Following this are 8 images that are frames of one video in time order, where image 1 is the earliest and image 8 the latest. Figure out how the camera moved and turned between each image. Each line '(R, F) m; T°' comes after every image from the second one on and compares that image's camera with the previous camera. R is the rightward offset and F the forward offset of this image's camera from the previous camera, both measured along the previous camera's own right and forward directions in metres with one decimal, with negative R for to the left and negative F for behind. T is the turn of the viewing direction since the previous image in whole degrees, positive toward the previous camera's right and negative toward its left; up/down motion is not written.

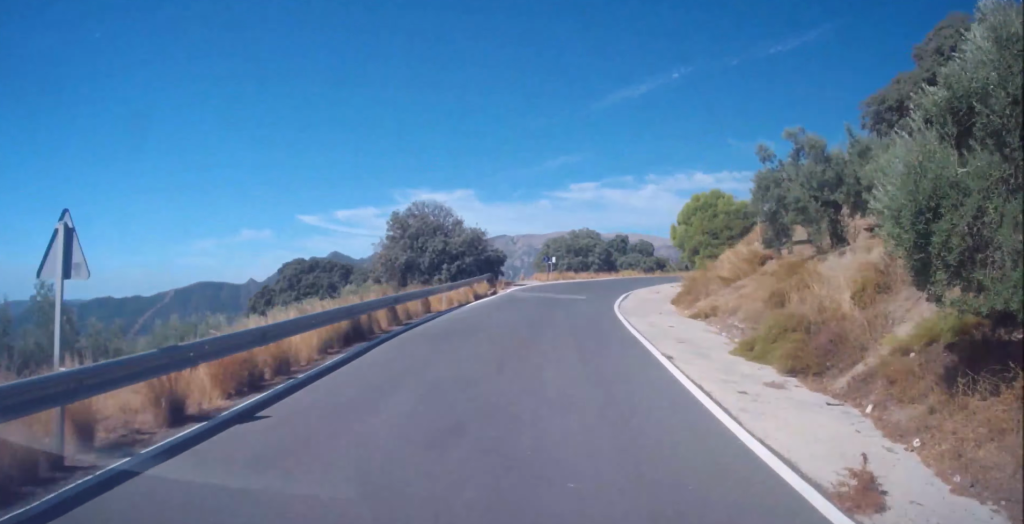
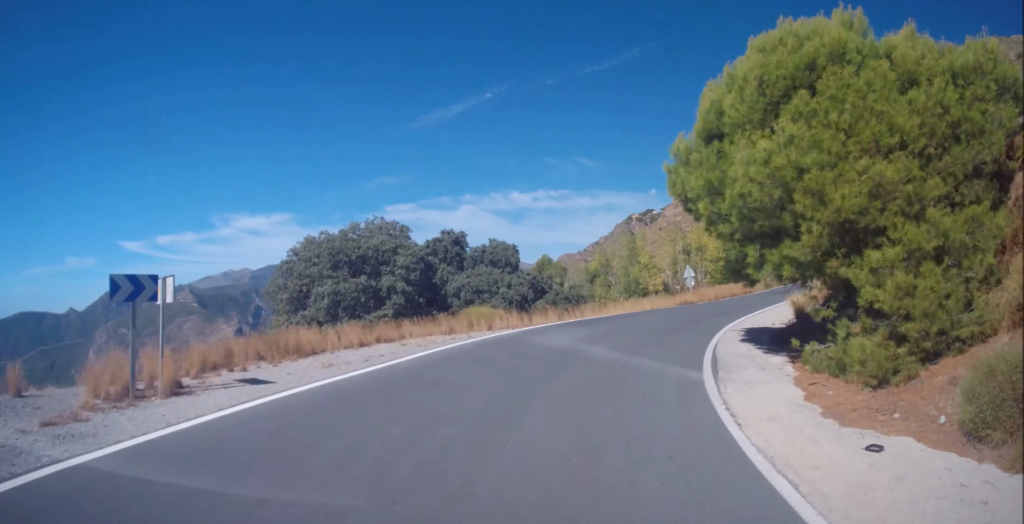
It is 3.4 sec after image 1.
(+1.0, +37.7) m; +3°
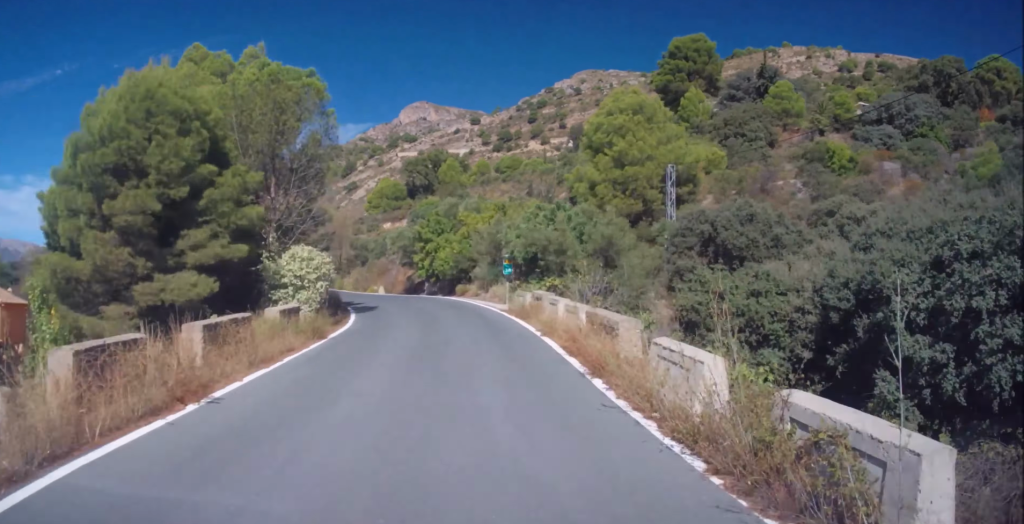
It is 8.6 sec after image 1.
(+3.0, +61.1) m; +6°
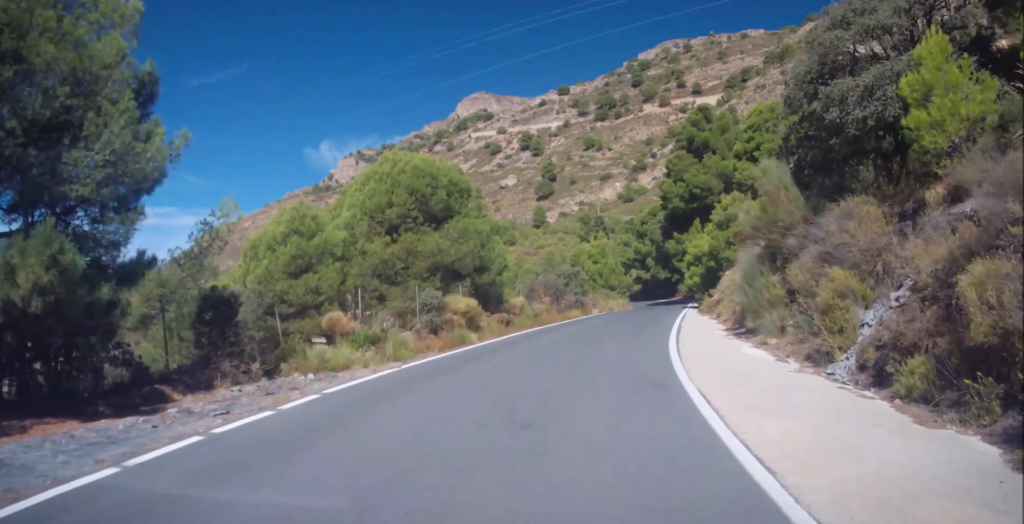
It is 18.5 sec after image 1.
(+12.9, +118.2) m; +7°
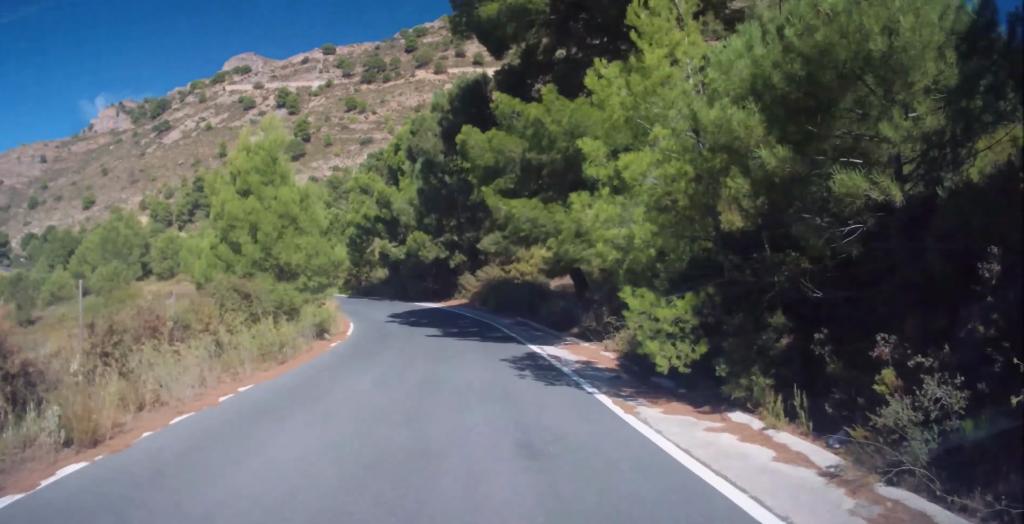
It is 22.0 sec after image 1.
(-1.8, +43.4) m; -8°
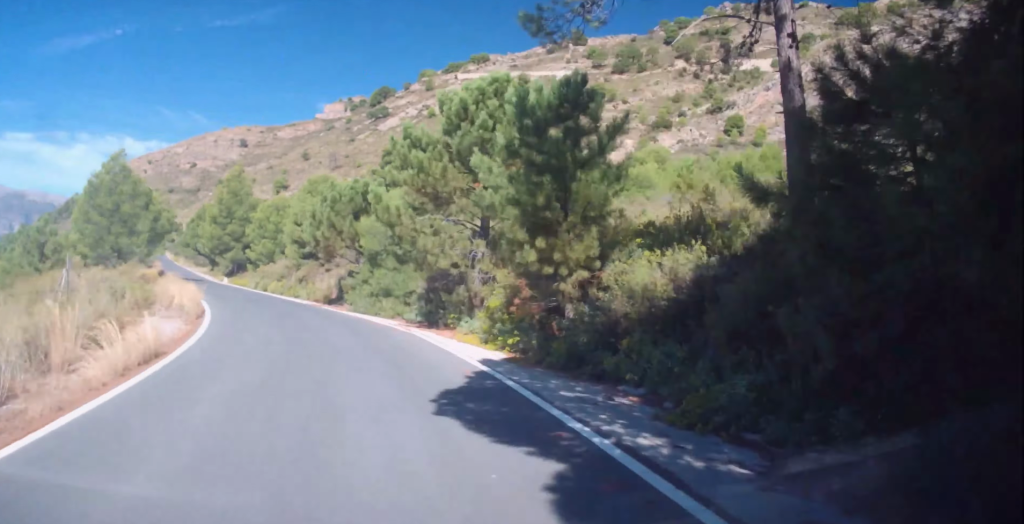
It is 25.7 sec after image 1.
(+3.3, +46.0) m; -9°
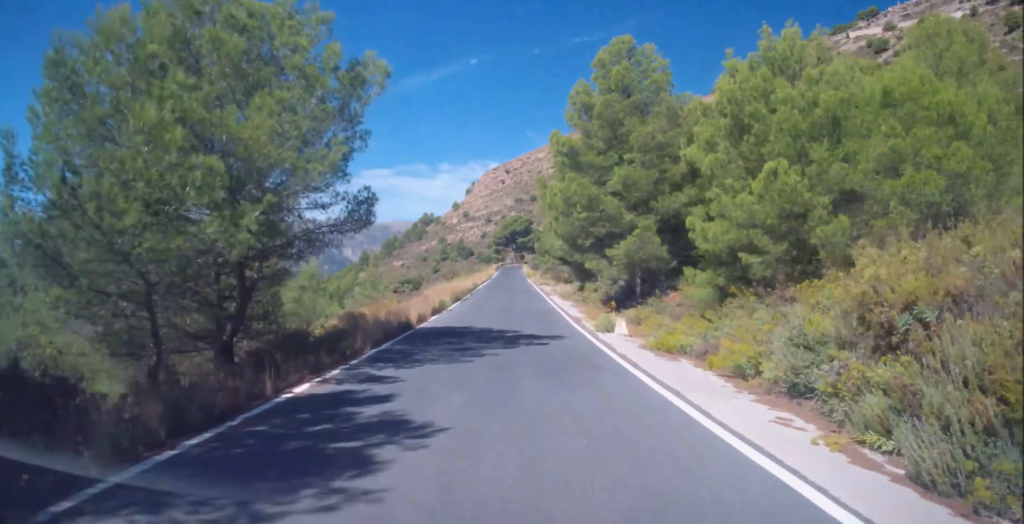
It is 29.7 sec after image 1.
(-11.4, +47.6) m; -7°
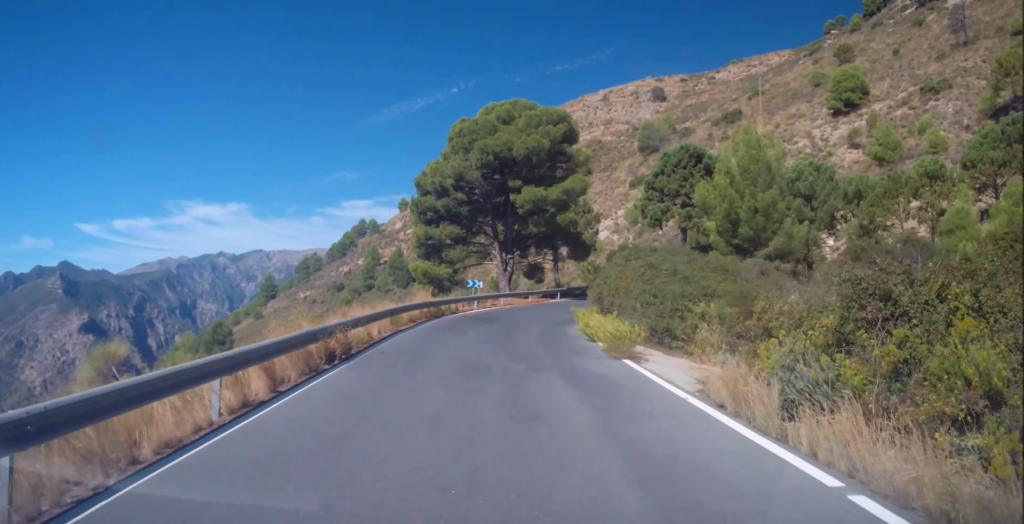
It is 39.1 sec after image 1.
(-8.1, +108.8) m; +22°
